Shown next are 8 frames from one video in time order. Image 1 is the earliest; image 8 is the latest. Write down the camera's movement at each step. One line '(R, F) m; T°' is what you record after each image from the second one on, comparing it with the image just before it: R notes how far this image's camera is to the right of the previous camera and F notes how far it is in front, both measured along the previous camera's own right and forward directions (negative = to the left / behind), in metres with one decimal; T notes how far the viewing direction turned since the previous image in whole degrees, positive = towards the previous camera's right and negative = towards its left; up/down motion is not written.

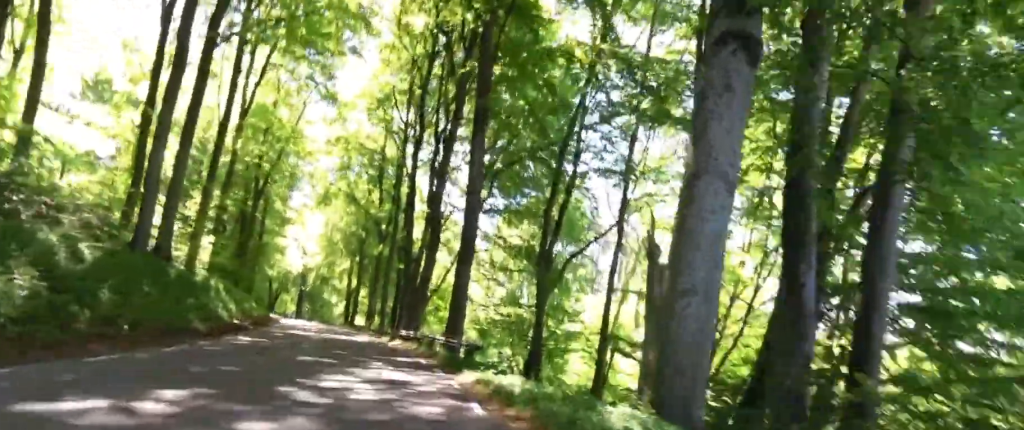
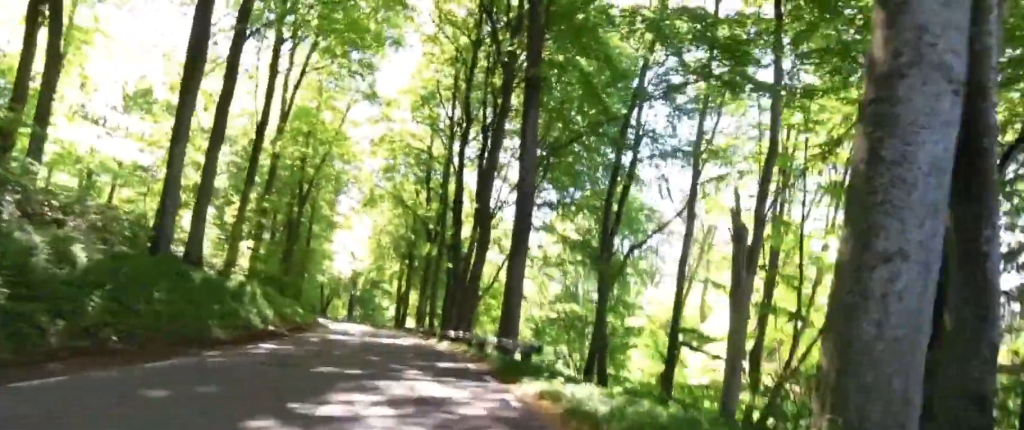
(+0.7, +2.7) m; 0°
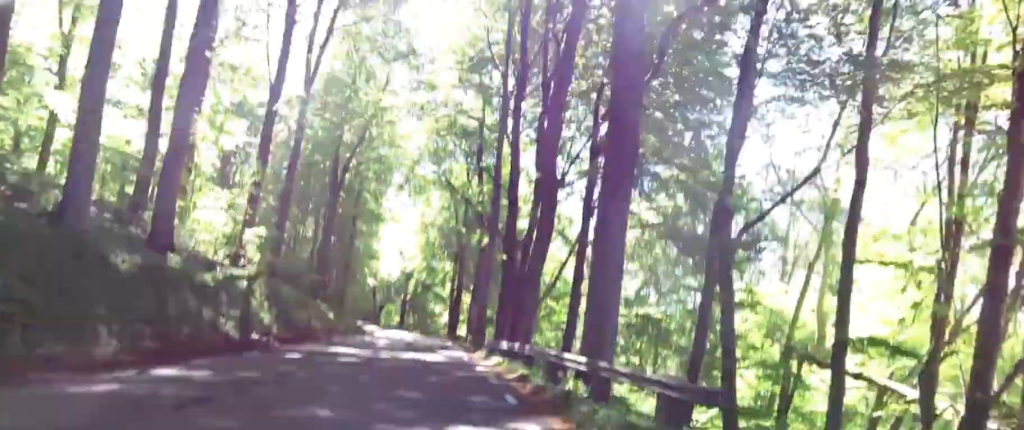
(-1.0, +7.8) m; -11°
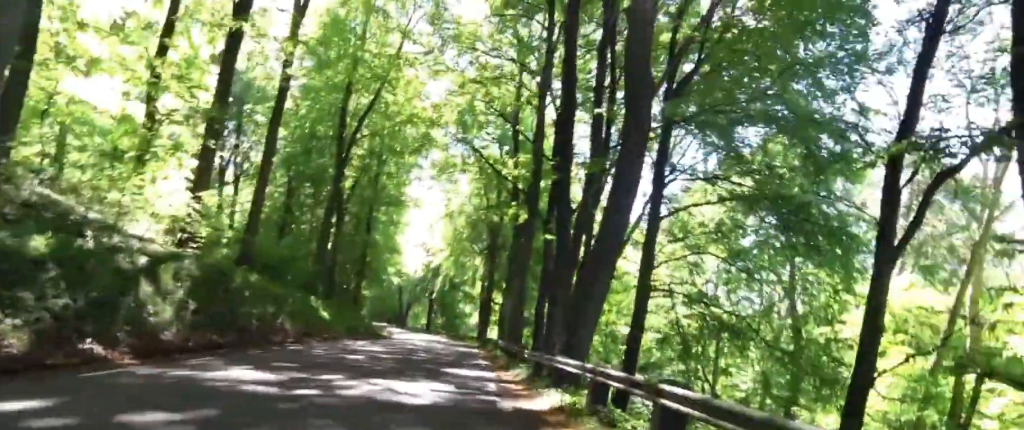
(+0.8, +9.6) m; +5°
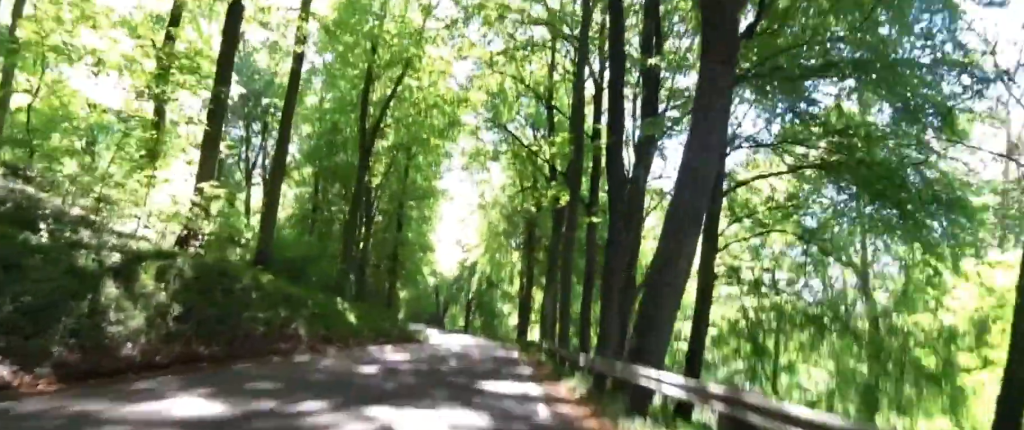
(+0.6, +3.0) m; -4°
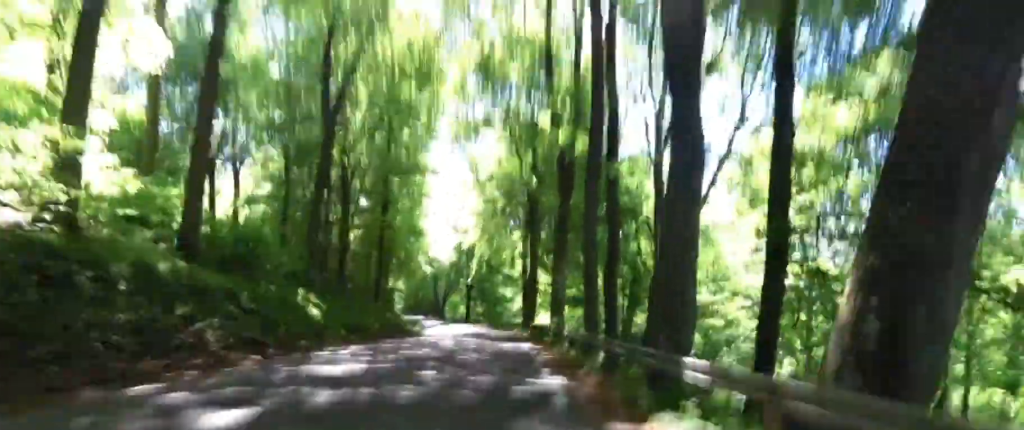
(-1.2, +6.7) m; -5°
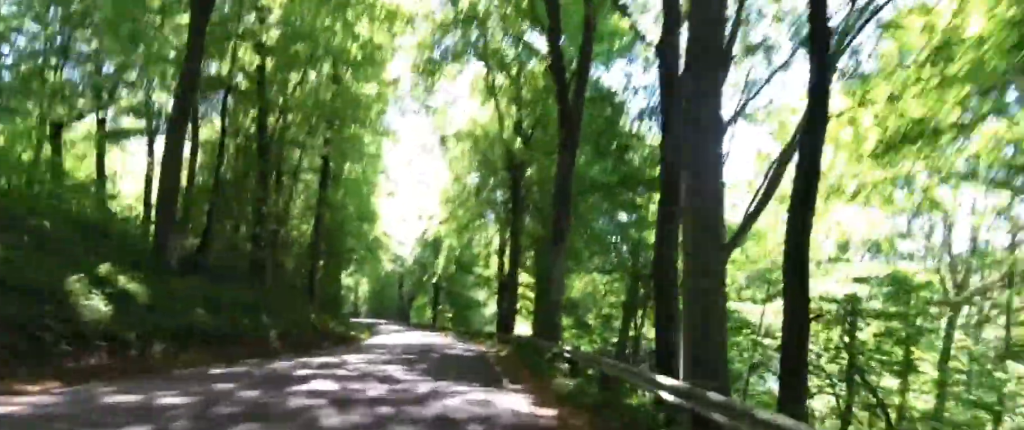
(+0.9, +12.7) m; +6°
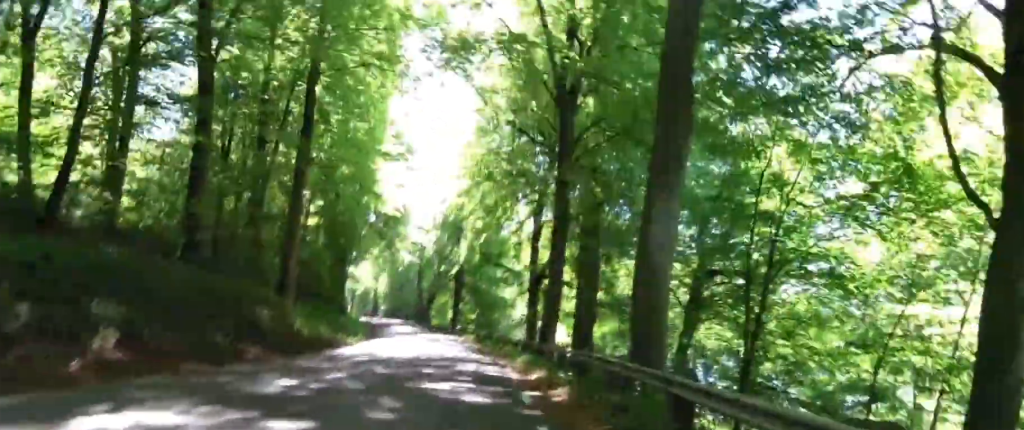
(0.0, +11.4) m; +1°
